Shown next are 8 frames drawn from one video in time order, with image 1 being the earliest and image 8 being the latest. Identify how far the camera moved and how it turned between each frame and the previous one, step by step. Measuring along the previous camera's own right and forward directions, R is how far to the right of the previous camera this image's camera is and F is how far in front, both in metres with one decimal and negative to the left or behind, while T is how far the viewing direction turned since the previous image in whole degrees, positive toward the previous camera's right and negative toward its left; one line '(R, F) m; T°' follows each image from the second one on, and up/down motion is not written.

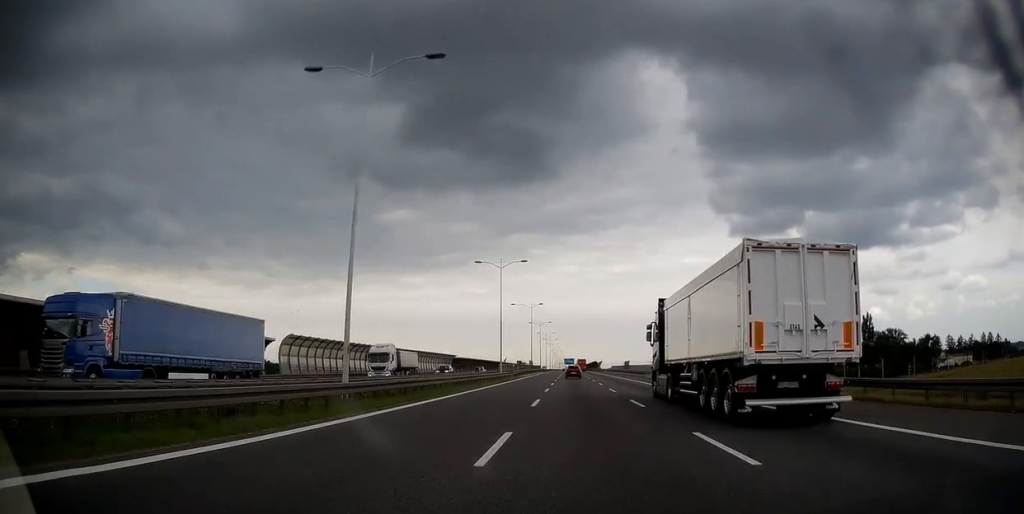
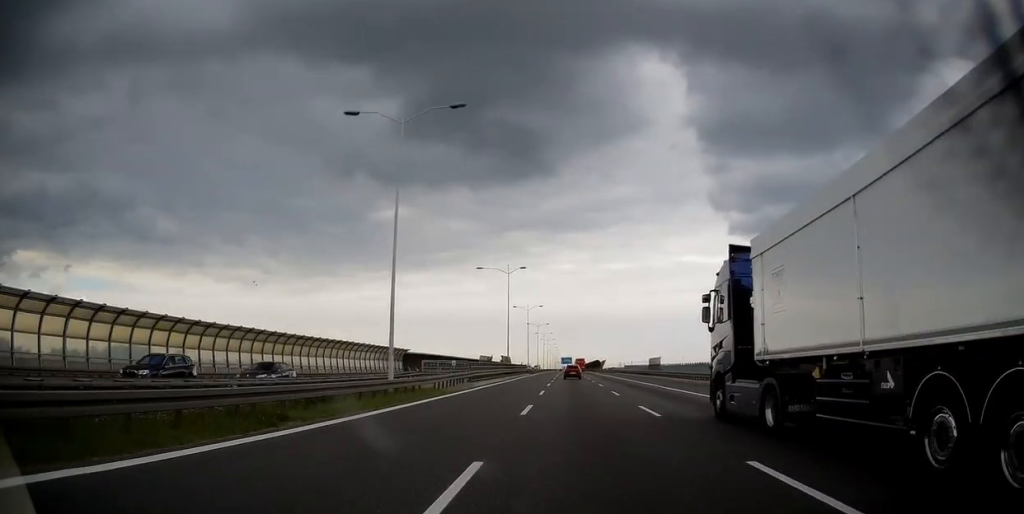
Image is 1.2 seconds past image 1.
(+0.1, +40.1) m; 0°
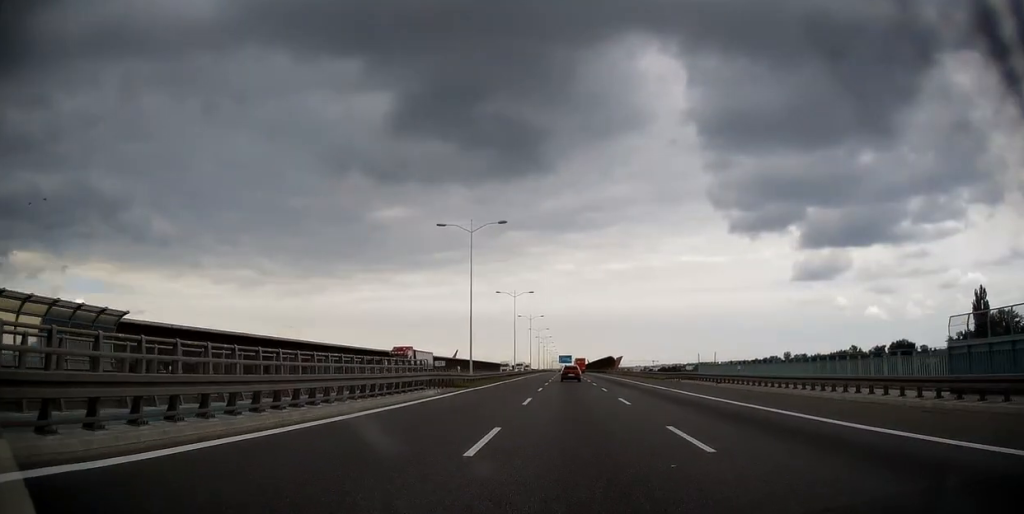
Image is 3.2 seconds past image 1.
(+0.1, +67.4) m; 0°
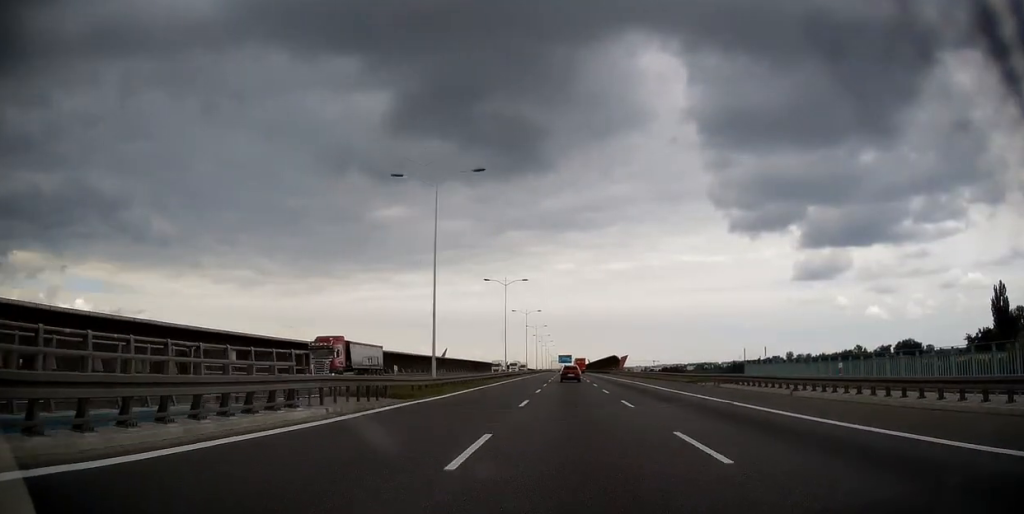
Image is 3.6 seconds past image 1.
(0.0, +13.3) m; 0°
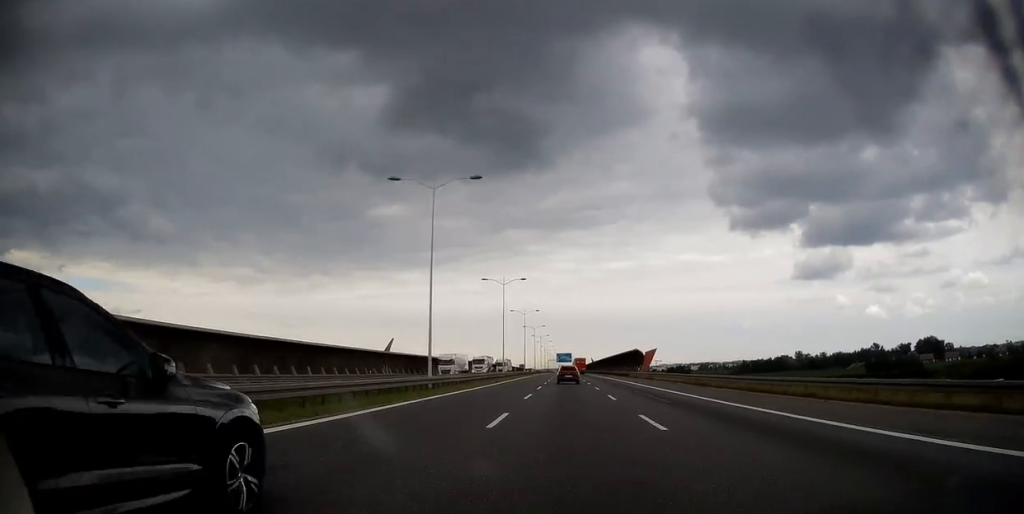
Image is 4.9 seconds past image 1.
(0.0, +42.8) m; 0°
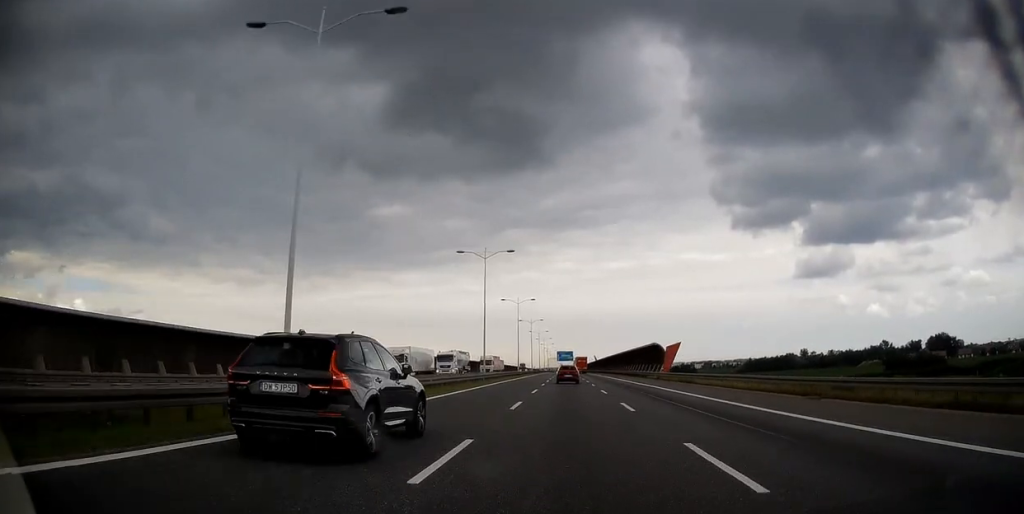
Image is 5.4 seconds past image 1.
(0.0, +18.6) m; 0°
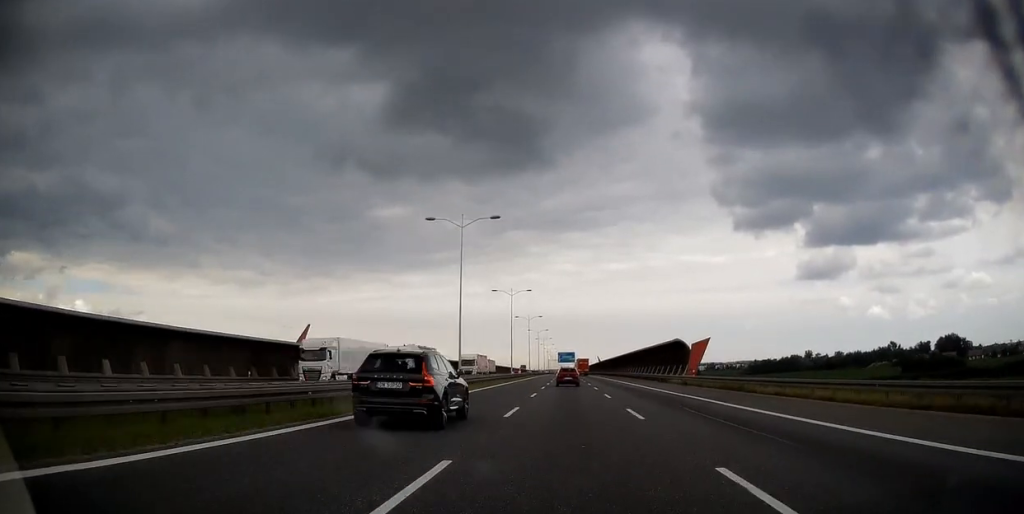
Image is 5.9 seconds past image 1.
(-0.1, +14.3) m; 0°
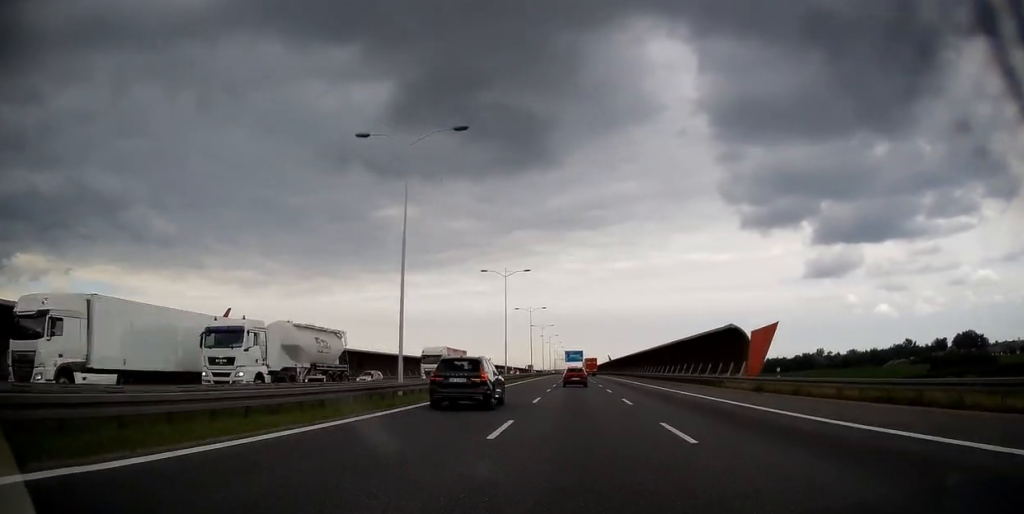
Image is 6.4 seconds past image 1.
(0.0, +17.6) m; 0°
